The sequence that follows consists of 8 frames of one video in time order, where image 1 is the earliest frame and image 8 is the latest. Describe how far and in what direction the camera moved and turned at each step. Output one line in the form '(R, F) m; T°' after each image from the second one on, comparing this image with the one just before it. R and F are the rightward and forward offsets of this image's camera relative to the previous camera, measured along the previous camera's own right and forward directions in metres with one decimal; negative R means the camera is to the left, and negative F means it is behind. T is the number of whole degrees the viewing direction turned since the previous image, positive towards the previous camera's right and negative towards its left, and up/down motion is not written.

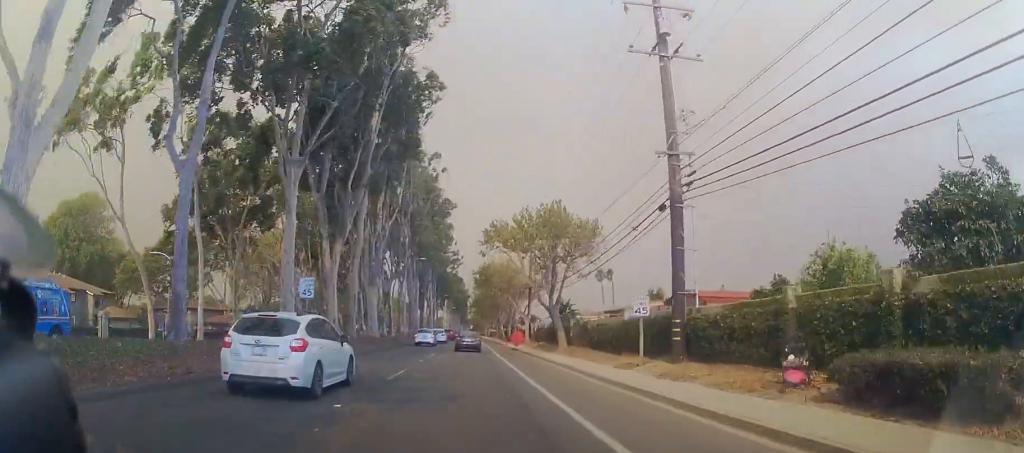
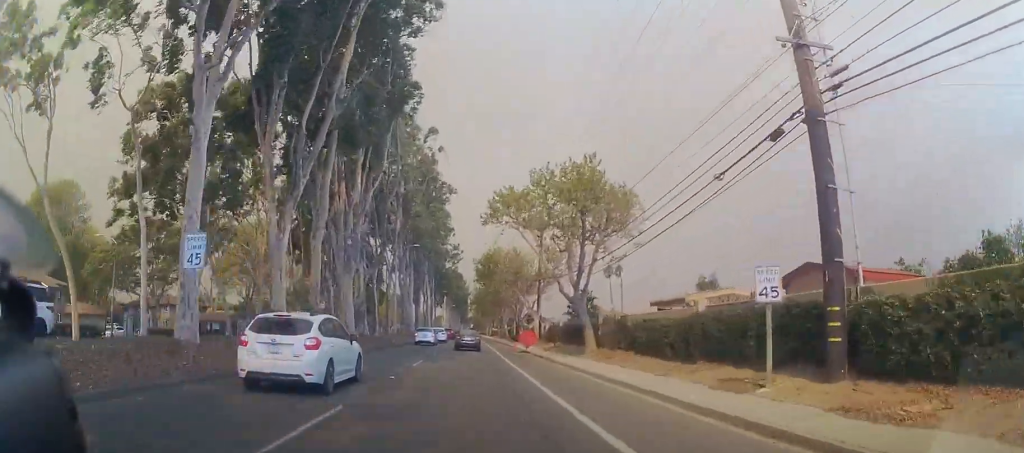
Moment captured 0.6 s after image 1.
(+0.2, +9.3) m; 0°
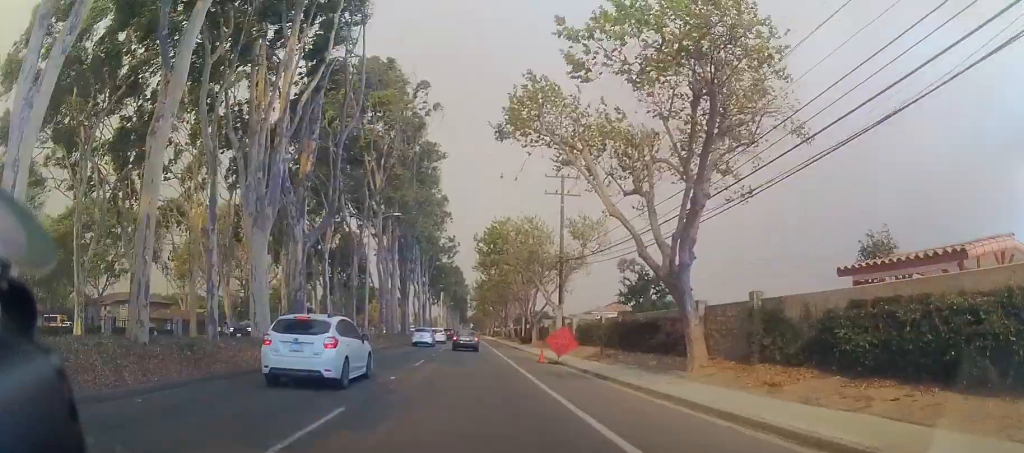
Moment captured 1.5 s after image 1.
(+0.1, +15.2) m; -1°
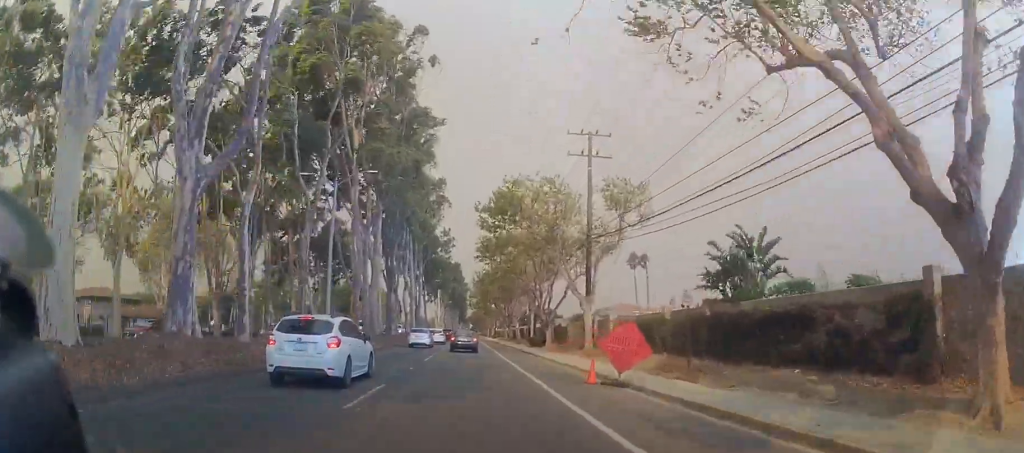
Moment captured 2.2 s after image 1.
(-0.6, +11.2) m; 0°
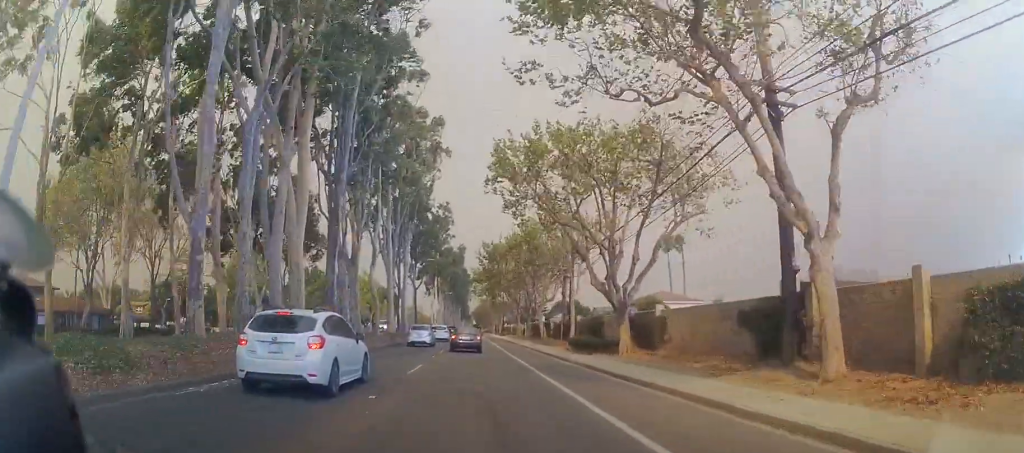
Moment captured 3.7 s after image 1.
(+1.2, +22.6) m; +2°
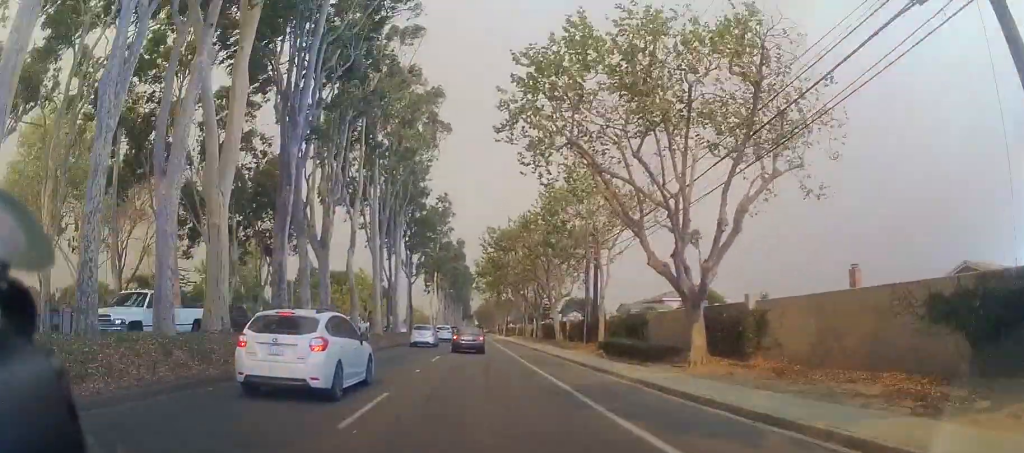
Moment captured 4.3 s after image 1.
(+0.2, +8.6) m; -2°
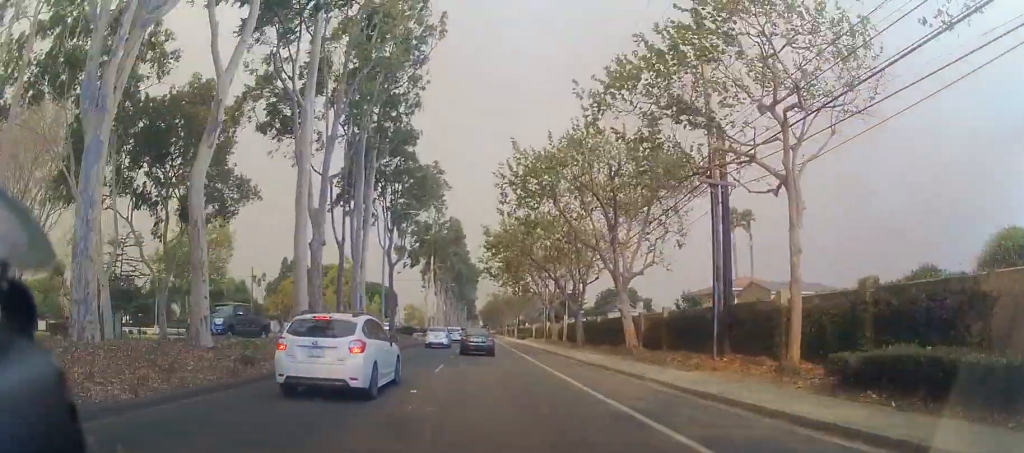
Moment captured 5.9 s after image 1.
(-1.4, +19.7) m; -1°
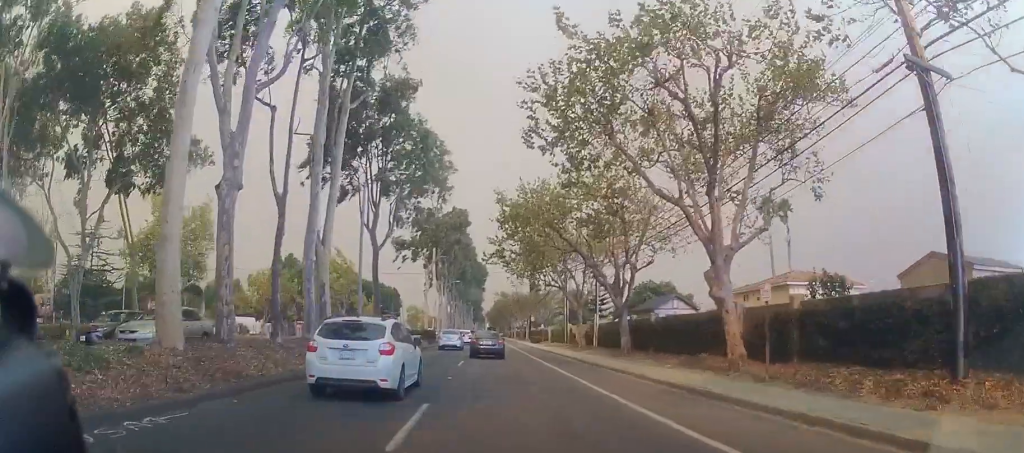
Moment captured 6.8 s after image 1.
(+0.4, +9.8) m; +3°
